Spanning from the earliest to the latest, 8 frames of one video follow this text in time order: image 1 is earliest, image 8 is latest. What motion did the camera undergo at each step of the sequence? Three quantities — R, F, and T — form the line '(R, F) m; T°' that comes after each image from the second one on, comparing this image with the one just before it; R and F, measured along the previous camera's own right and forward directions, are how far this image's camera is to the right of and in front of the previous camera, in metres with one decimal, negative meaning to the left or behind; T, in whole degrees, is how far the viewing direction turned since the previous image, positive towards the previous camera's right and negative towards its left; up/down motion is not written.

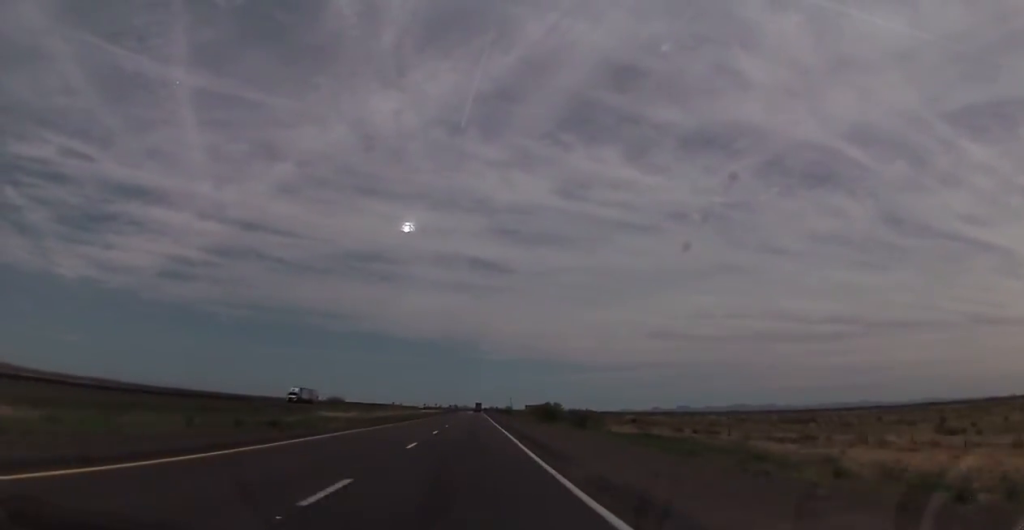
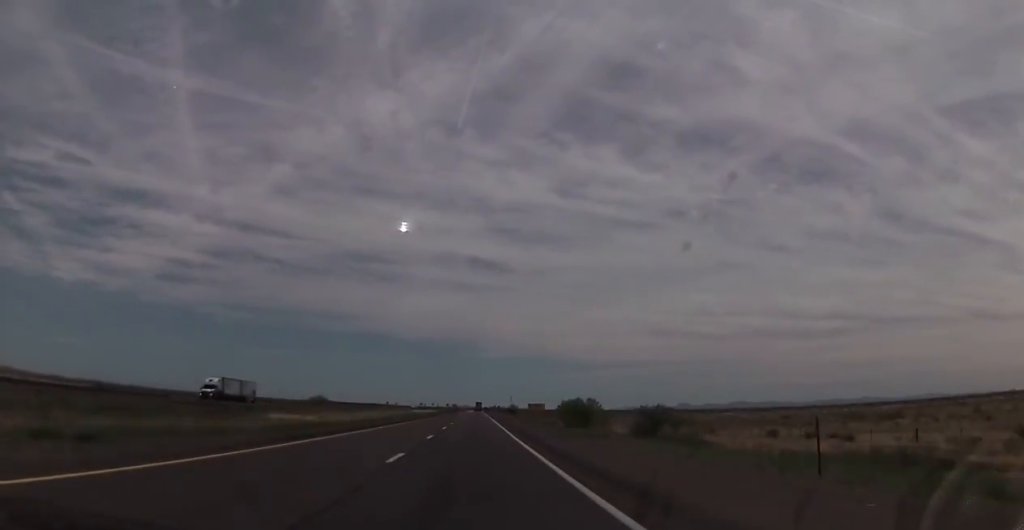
(+0.1, +31.8) m; 0°
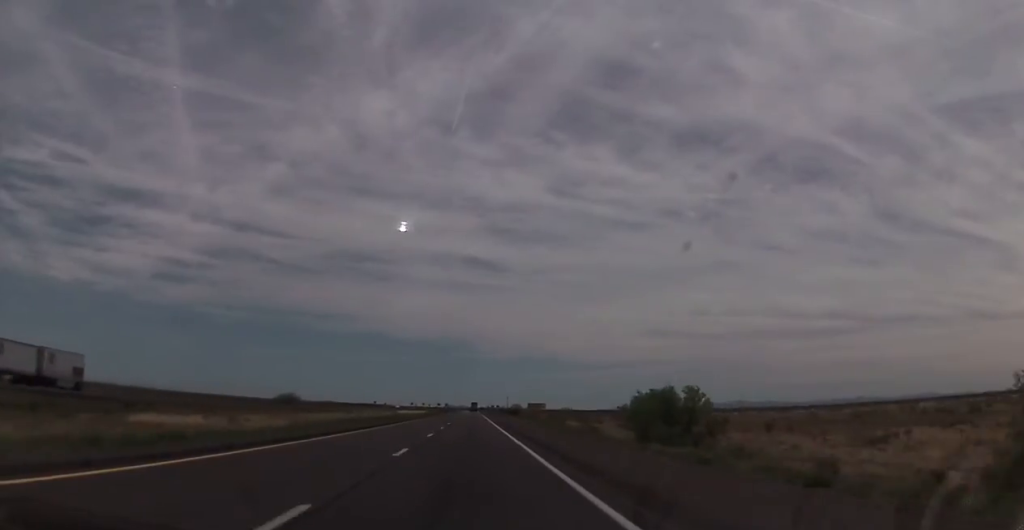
(+0.2, +36.2) m; 0°
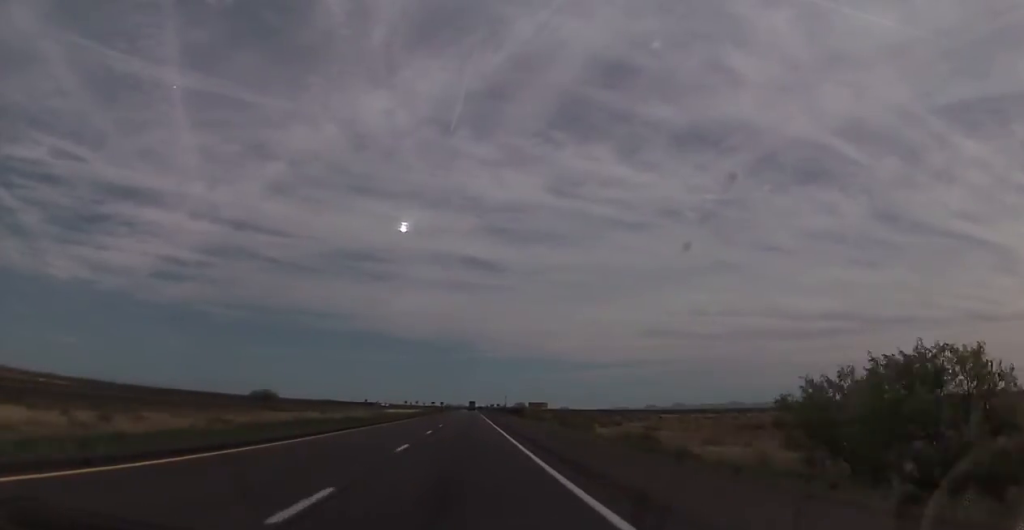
(0.0, +23.7) m; 0°
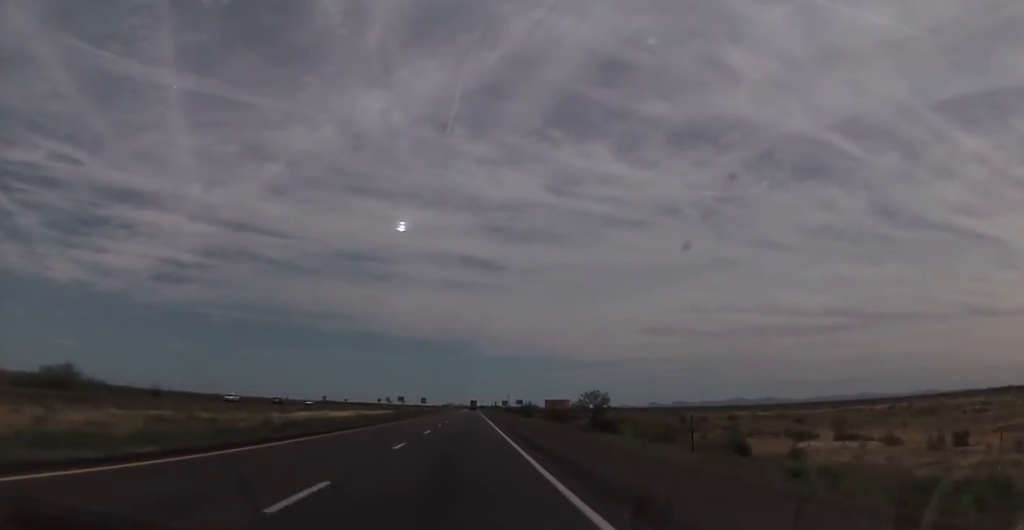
(+0.1, +98.3) m; 0°
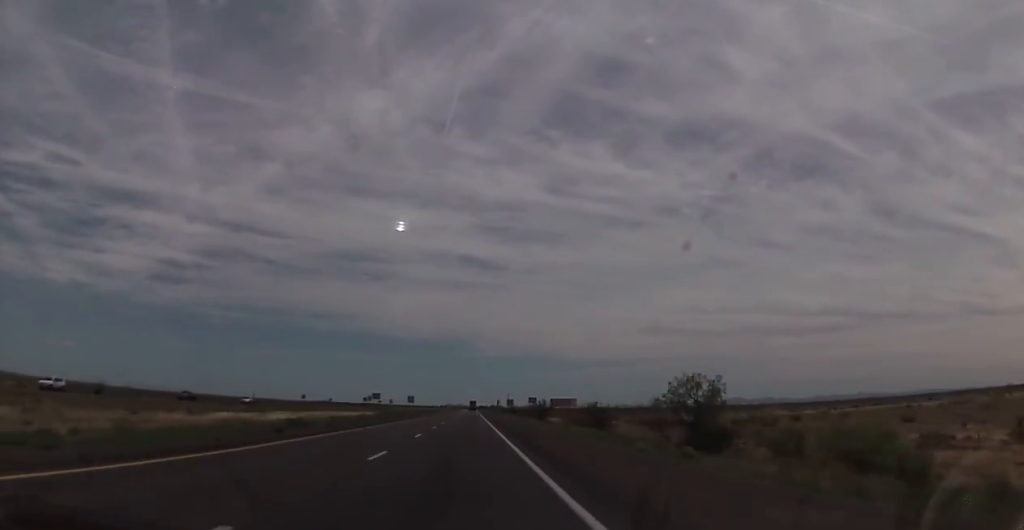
(0.0, +28.9) m; 0°
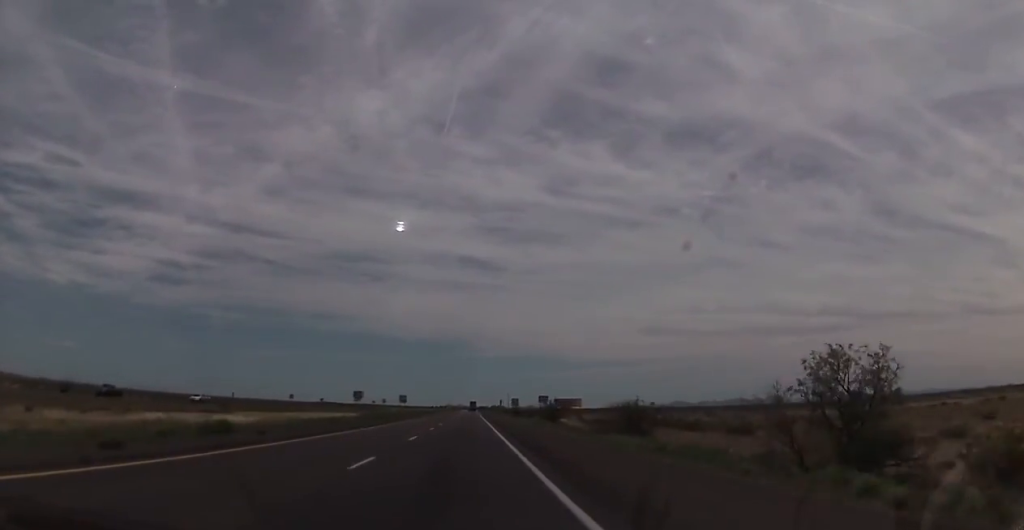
(0.0, +14.4) m; 0°
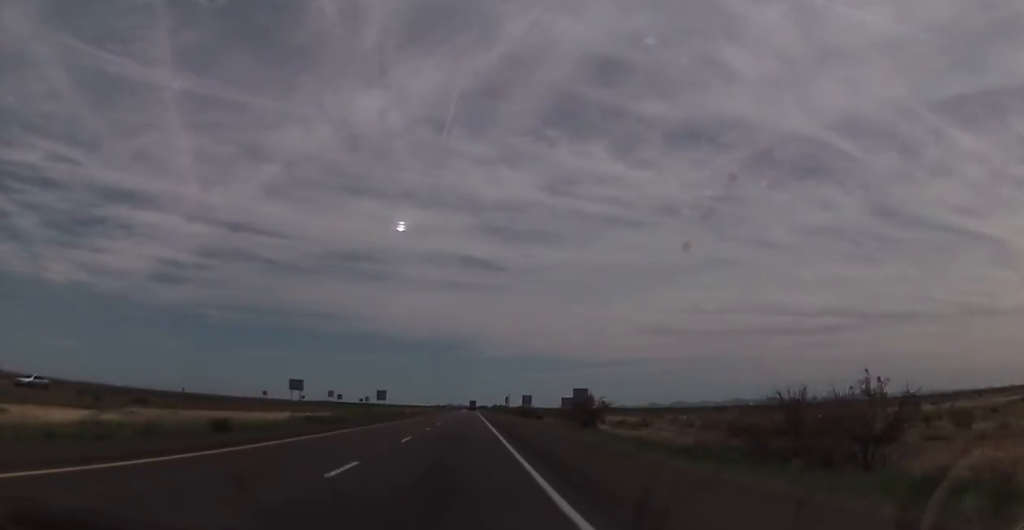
(0.0, +26.3) m; 0°
